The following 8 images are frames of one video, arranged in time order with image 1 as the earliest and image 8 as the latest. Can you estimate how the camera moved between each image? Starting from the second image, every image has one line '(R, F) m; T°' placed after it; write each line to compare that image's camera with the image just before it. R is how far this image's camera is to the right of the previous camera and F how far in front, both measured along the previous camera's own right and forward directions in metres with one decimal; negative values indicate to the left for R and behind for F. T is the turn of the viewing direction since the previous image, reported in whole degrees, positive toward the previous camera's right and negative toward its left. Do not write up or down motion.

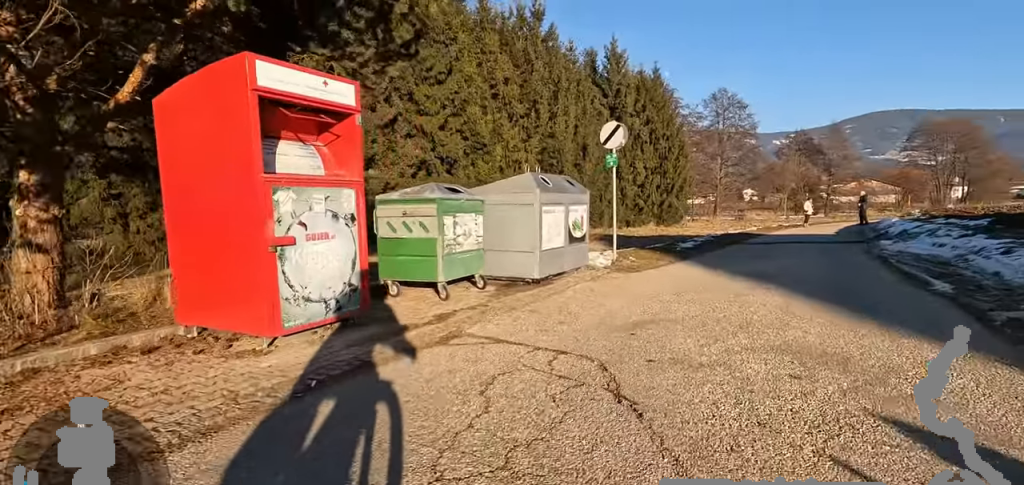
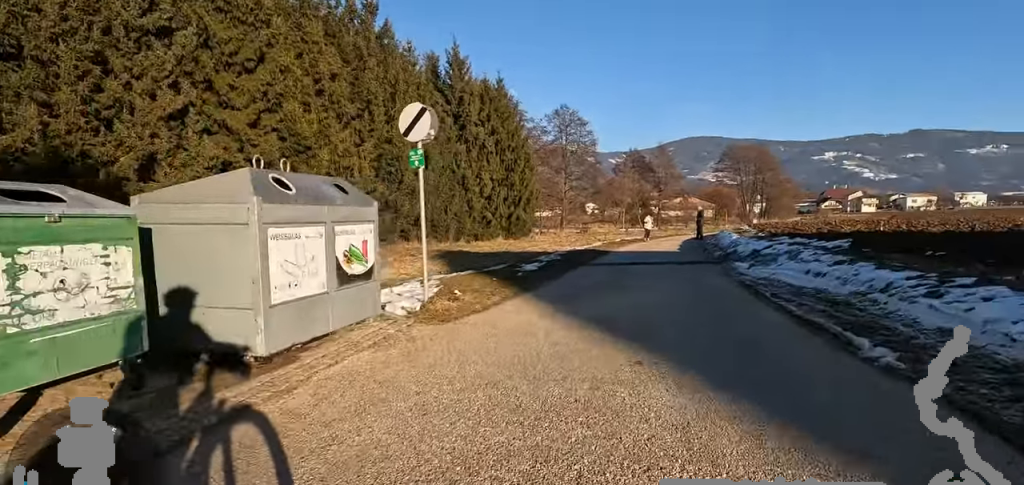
(+0.5, +3.3) m; +22°
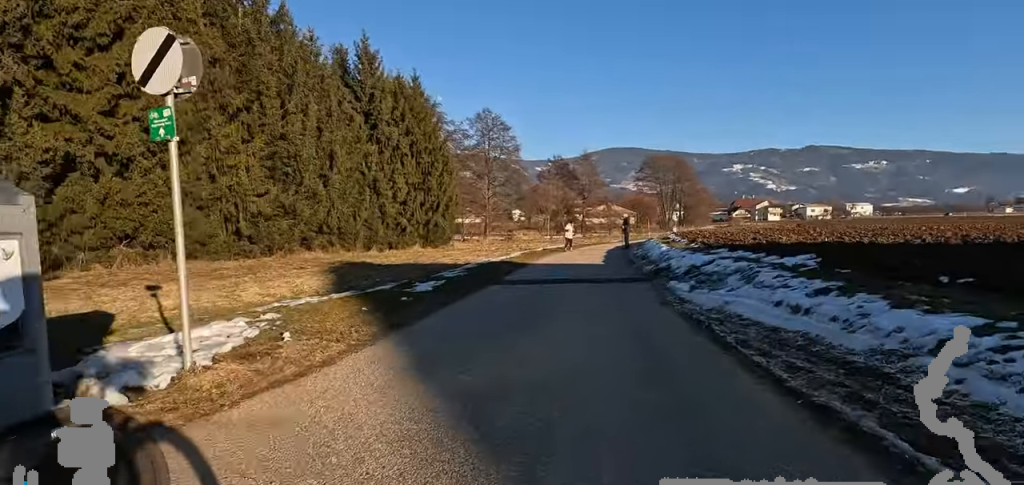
(+0.3, +2.9) m; +19°
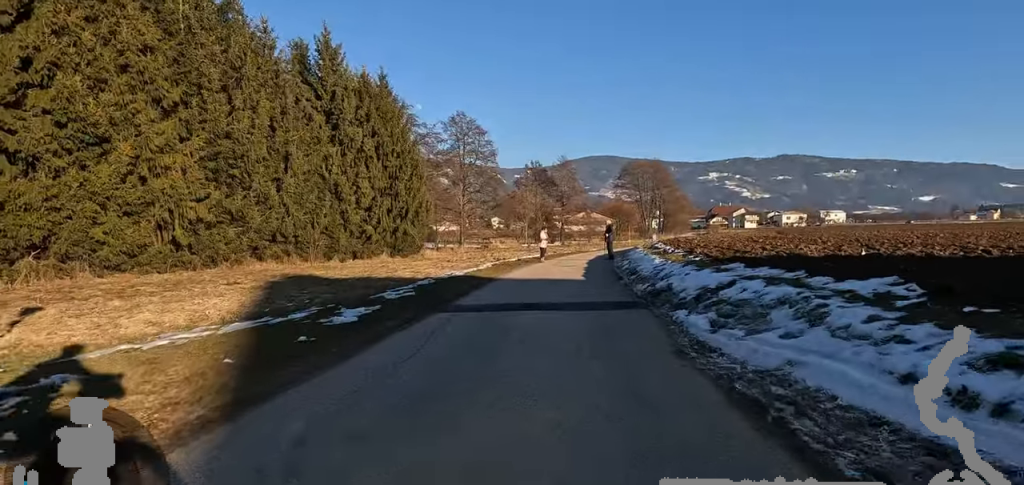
(+0.7, +2.7) m; +10°
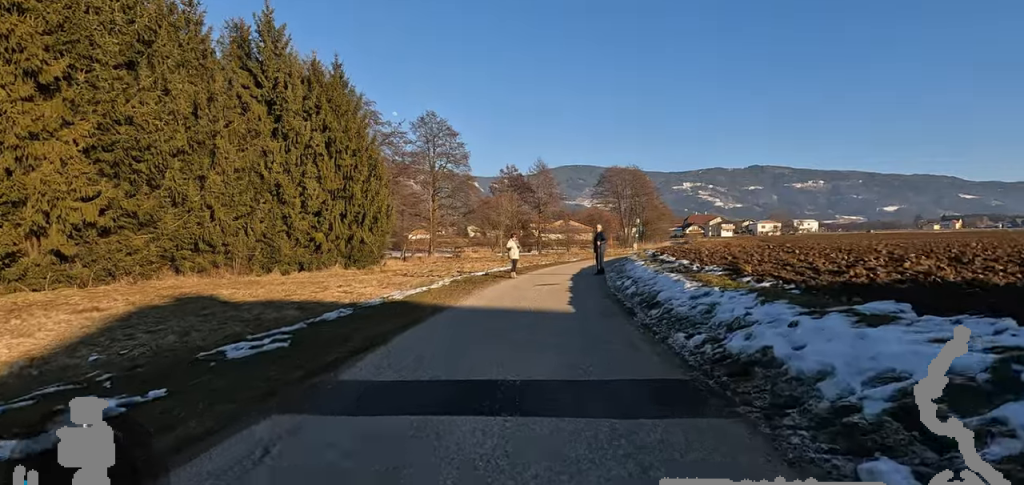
(+0.3, +4.6) m; +4°
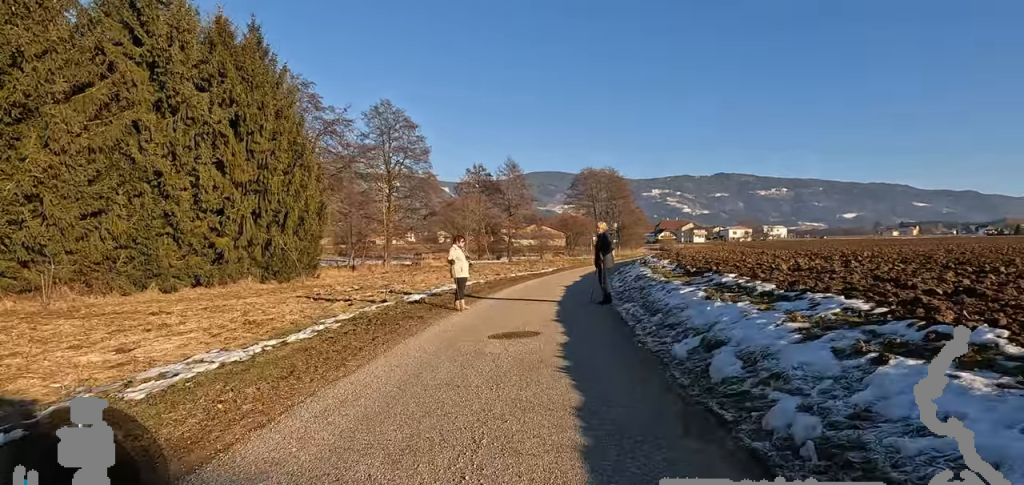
(0.0, +7.1) m; +1°
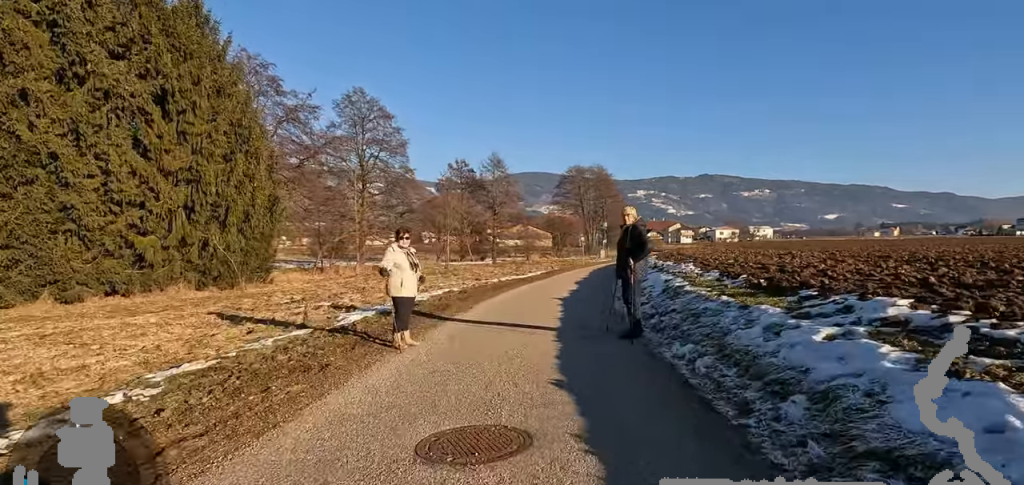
(0.0, +3.9) m; +2°
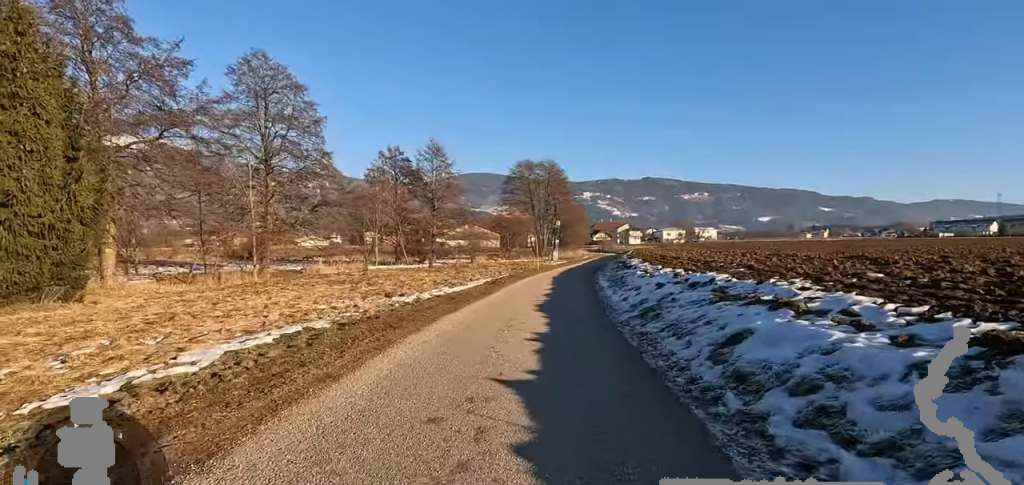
(+1.5, +7.8) m; +12°
